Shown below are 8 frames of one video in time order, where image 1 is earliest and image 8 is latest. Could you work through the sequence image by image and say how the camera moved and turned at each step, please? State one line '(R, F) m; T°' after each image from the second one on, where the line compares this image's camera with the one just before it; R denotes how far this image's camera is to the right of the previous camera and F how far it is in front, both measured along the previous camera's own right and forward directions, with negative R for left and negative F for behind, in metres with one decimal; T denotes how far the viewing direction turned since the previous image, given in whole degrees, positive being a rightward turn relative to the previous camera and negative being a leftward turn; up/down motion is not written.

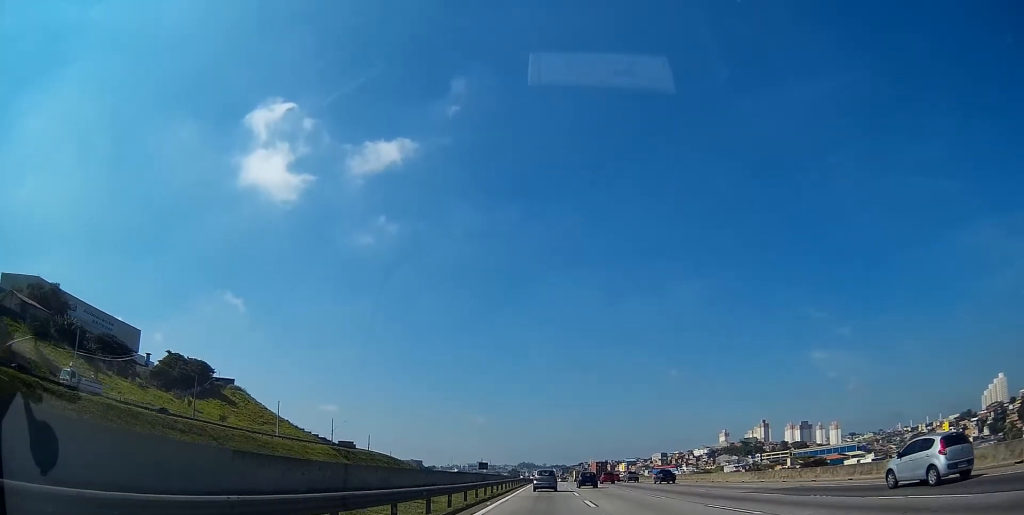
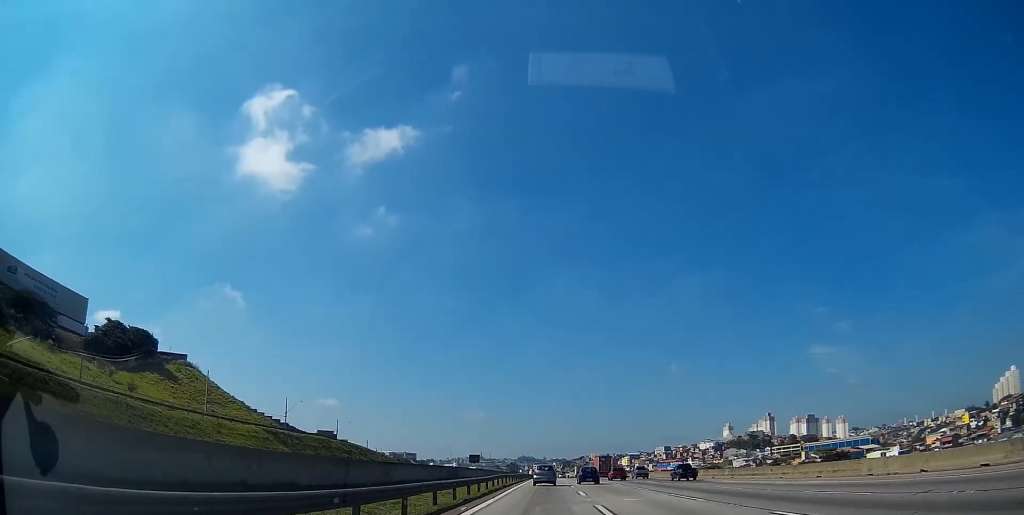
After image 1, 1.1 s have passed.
(-0.3, +30.9) m; -1°
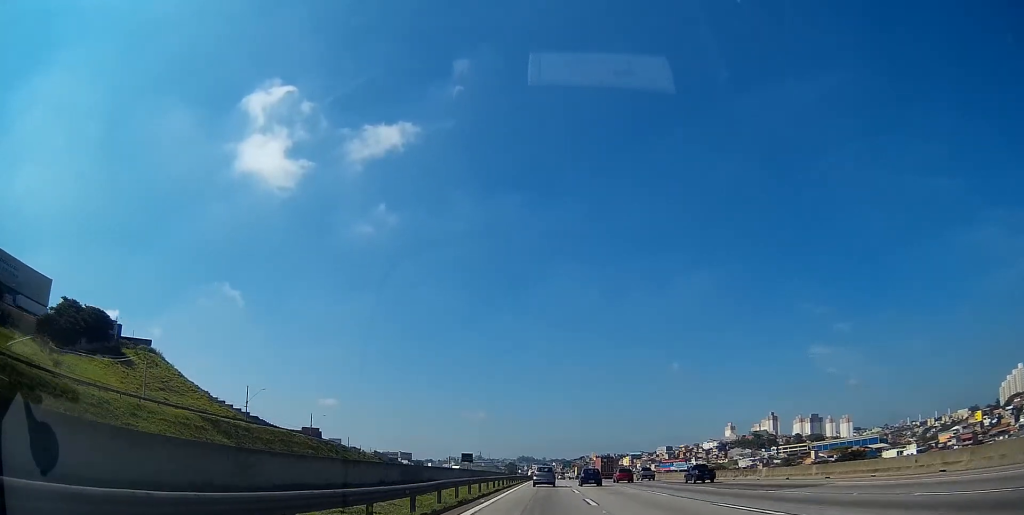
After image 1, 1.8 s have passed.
(-0.2, +19.0) m; 0°
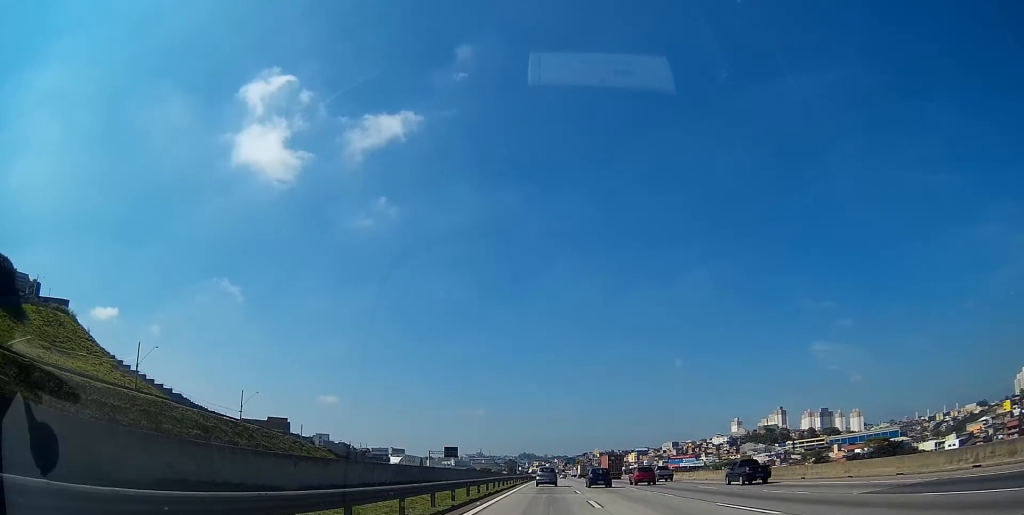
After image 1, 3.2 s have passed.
(+0.2, +37.2) m; 0°
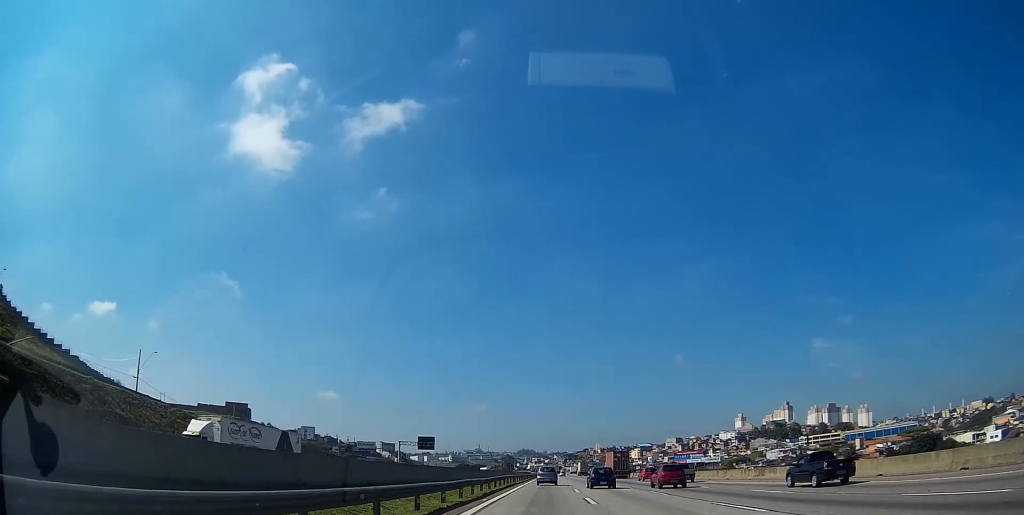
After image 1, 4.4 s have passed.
(+0.1, +33.6) m; +1°
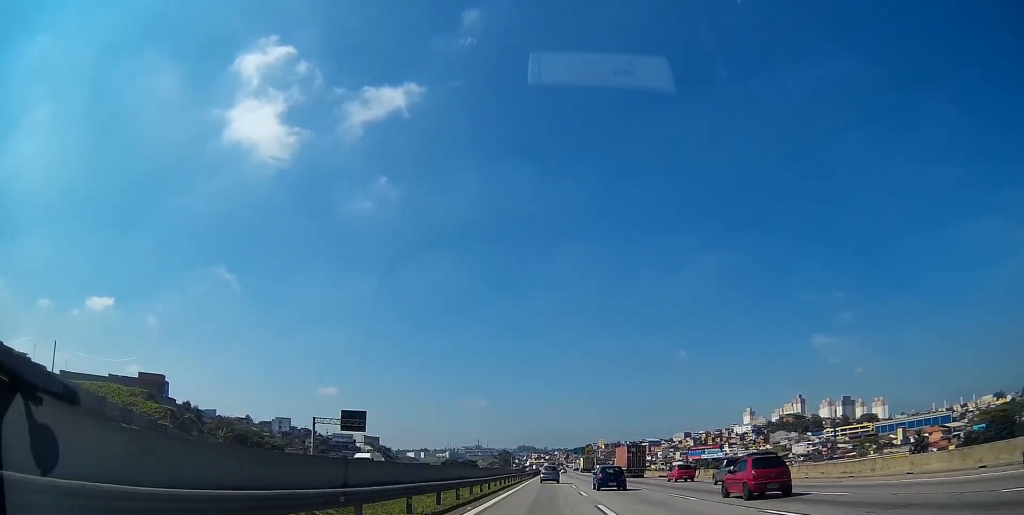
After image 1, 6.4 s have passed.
(+0.1, +51.8) m; 0°
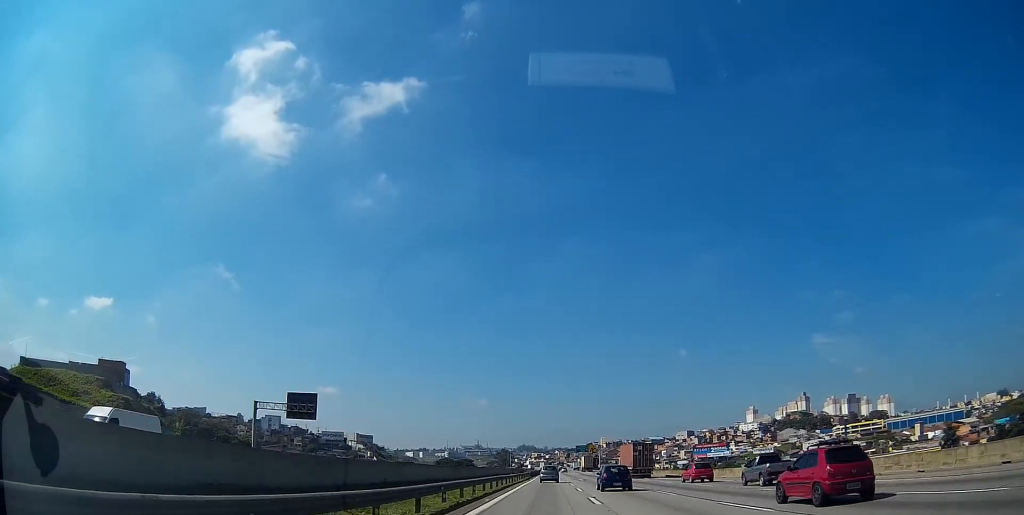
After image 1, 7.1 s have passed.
(0.0, +18.3) m; 0°
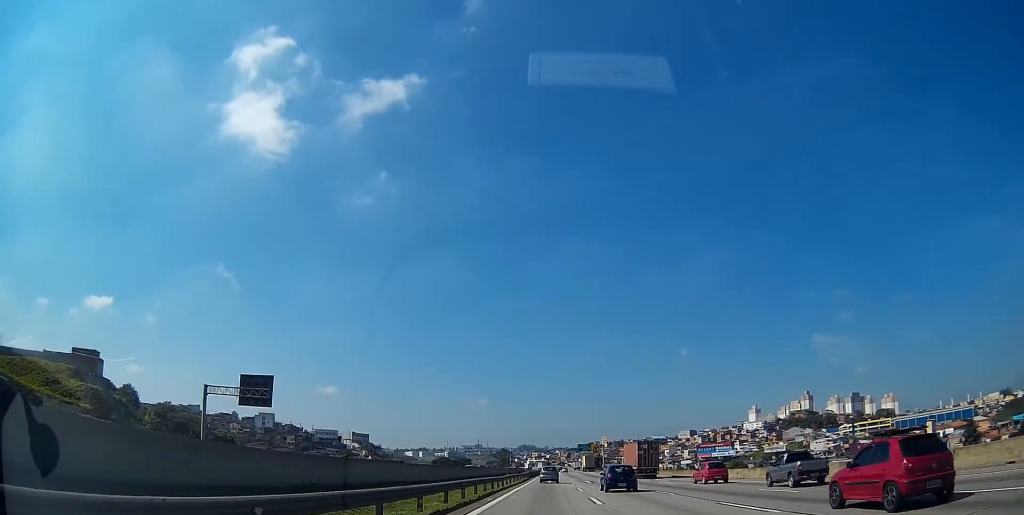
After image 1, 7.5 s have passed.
(0.0, +11.3) m; 0°
